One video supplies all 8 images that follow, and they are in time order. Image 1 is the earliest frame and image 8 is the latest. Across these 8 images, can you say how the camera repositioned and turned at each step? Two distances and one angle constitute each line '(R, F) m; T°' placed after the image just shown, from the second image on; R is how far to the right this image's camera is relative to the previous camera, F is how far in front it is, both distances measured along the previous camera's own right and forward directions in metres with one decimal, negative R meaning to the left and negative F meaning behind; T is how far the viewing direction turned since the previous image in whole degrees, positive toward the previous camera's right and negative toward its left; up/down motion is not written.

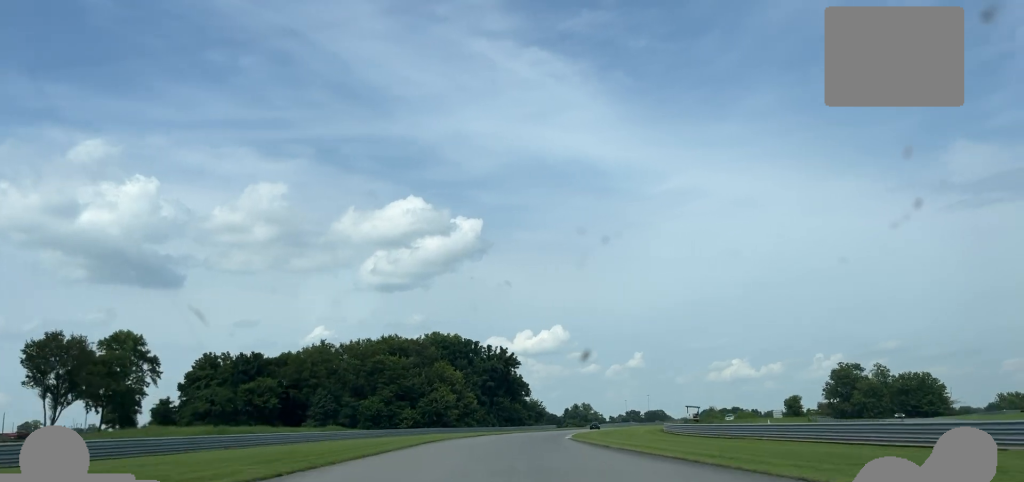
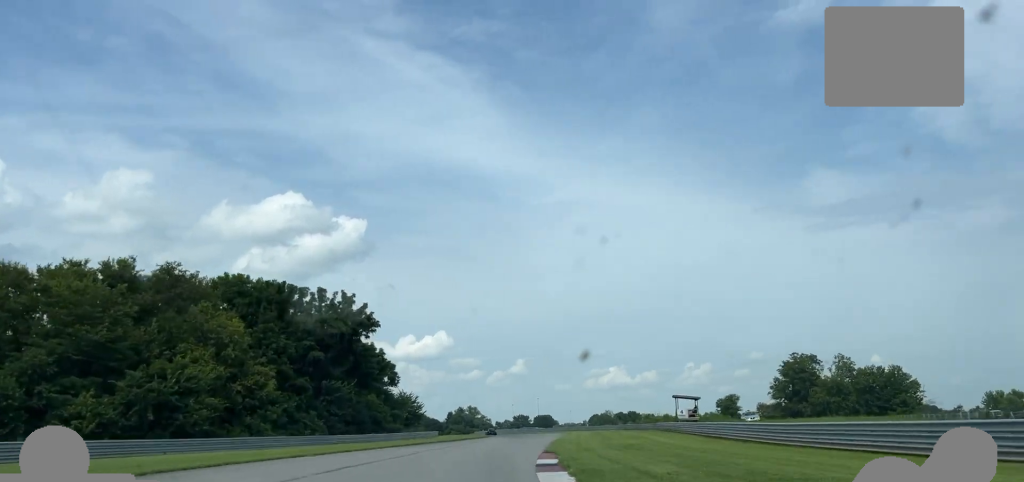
(+5.1, +77.4) m; +7°
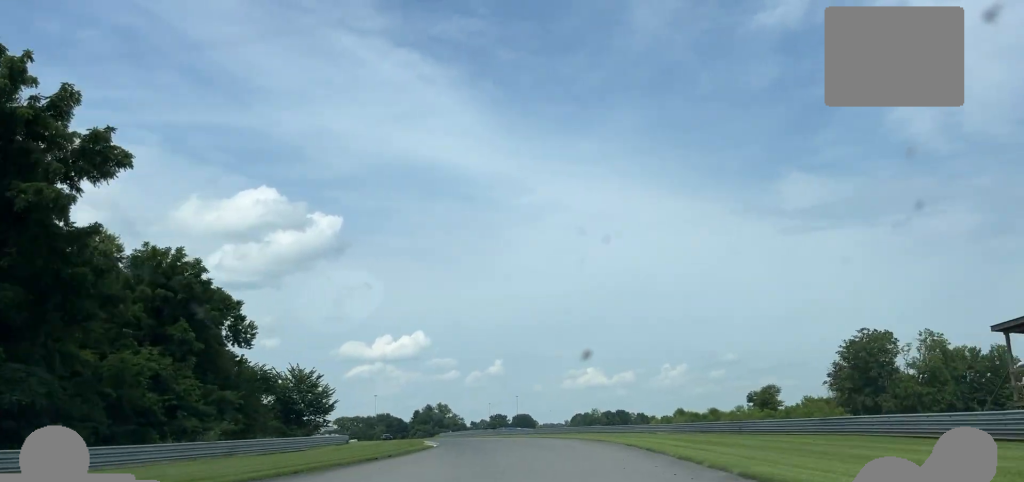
(+2.2, +64.9) m; +1°
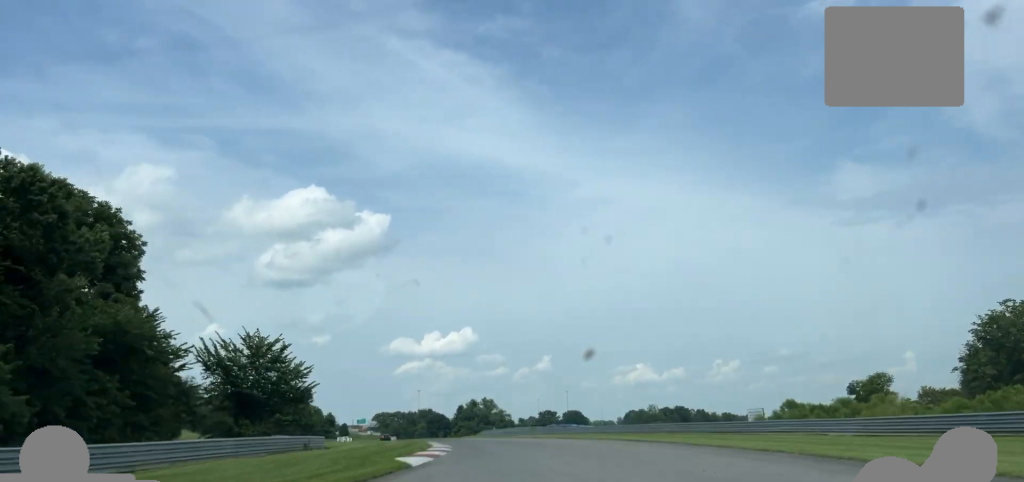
(+0.3, +31.3) m; -2°
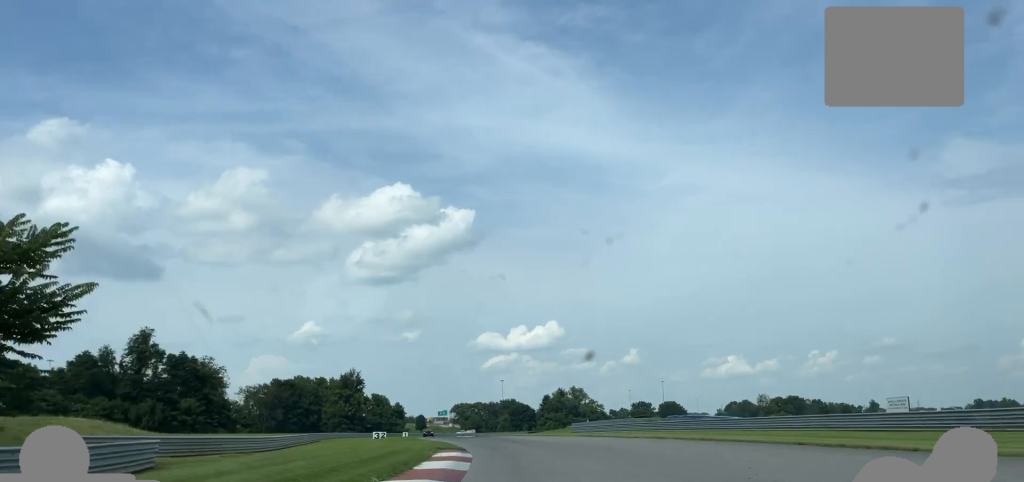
(-1.8, +45.4) m; -6°
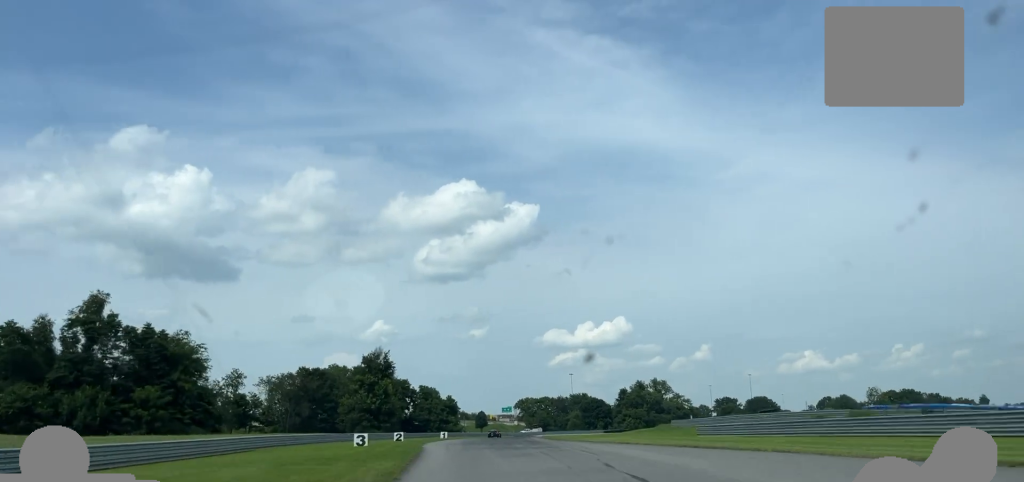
(-2.4, +41.2) m; -5°
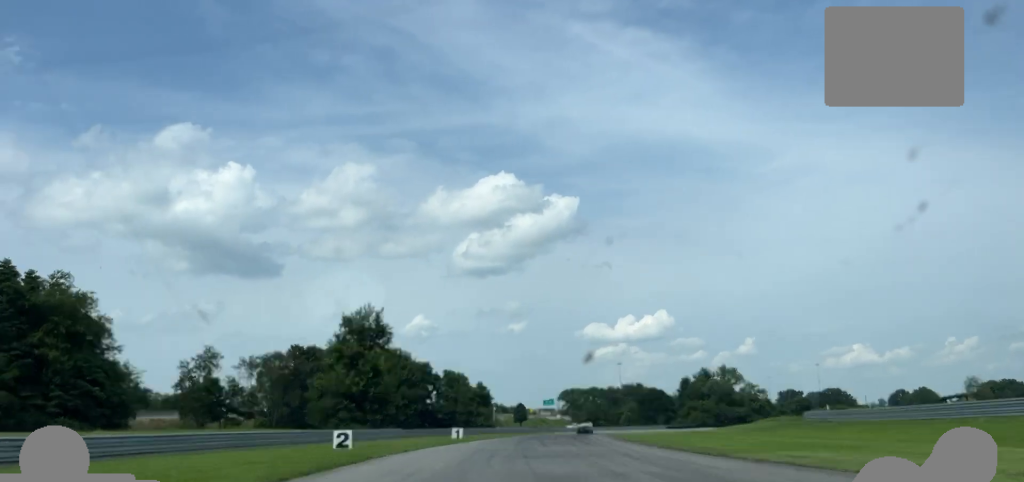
(-1.6, +40.0) m; -2°
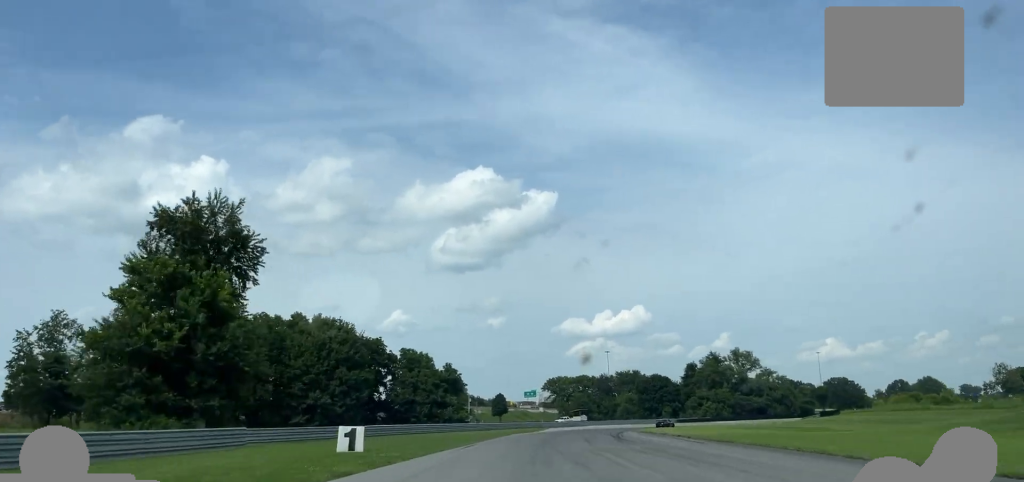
(-0.4, +39.9) m; +2°
